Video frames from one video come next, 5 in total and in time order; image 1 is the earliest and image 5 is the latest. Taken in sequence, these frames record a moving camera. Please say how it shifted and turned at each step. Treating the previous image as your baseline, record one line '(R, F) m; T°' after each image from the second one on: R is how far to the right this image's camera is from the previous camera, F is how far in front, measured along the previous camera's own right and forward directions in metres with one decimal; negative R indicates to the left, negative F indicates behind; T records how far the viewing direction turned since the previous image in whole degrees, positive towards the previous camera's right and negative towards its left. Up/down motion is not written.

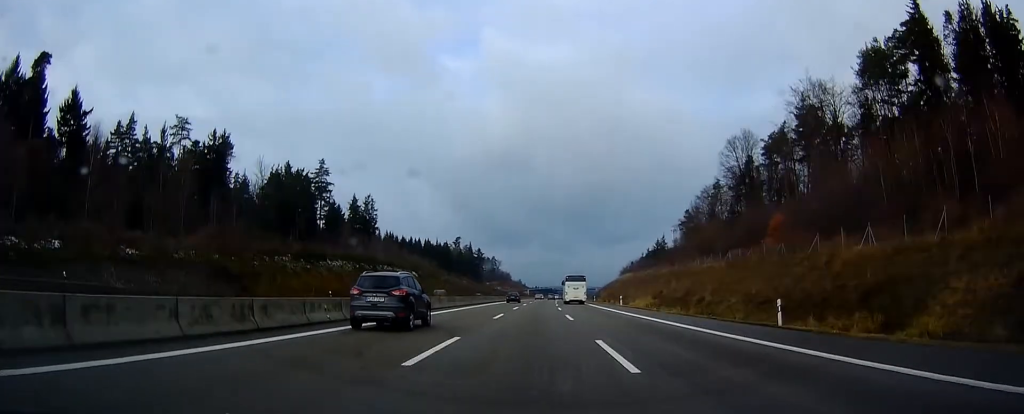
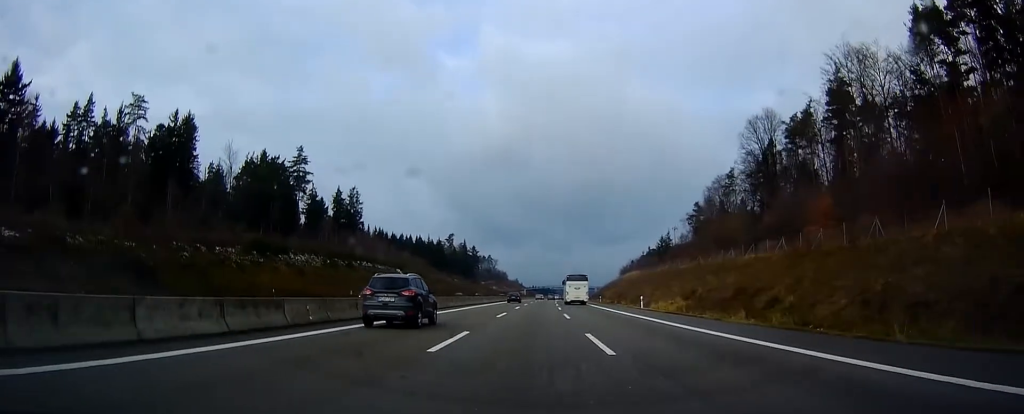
(+0.1, +15.7) m; 0°
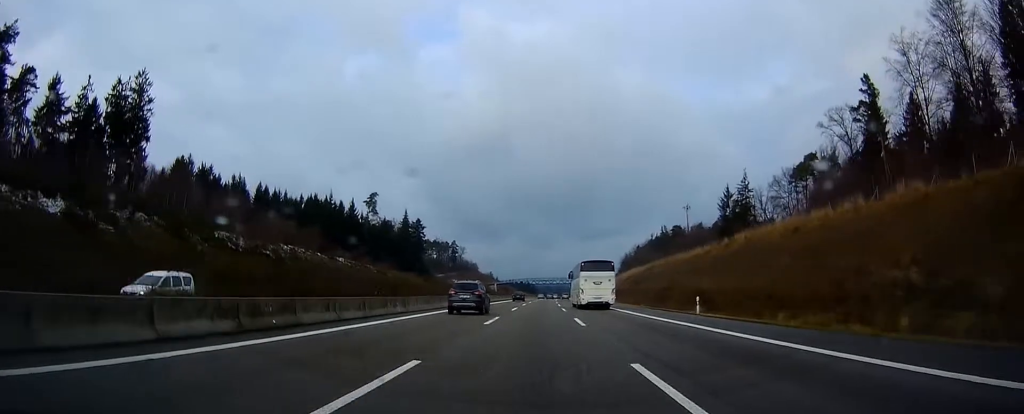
(+3.5, +114.1) m; +3°
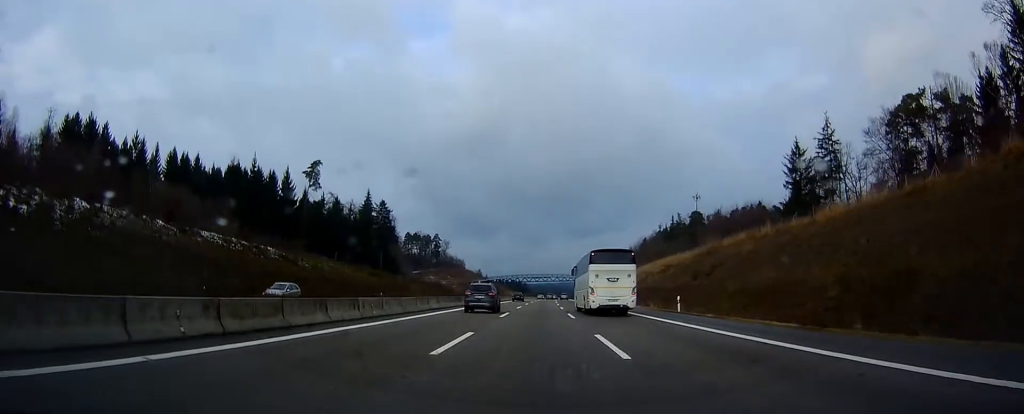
(+0.3, +47.0) m; +1°
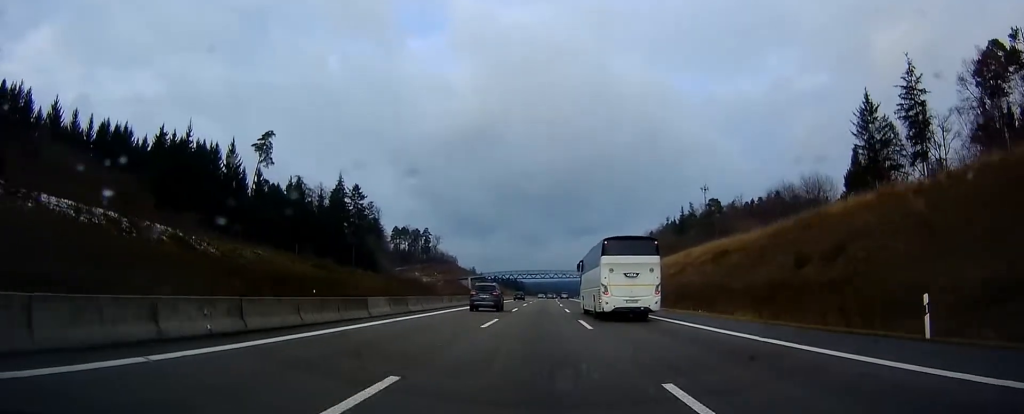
(0.0, +26.6) m; 0°
